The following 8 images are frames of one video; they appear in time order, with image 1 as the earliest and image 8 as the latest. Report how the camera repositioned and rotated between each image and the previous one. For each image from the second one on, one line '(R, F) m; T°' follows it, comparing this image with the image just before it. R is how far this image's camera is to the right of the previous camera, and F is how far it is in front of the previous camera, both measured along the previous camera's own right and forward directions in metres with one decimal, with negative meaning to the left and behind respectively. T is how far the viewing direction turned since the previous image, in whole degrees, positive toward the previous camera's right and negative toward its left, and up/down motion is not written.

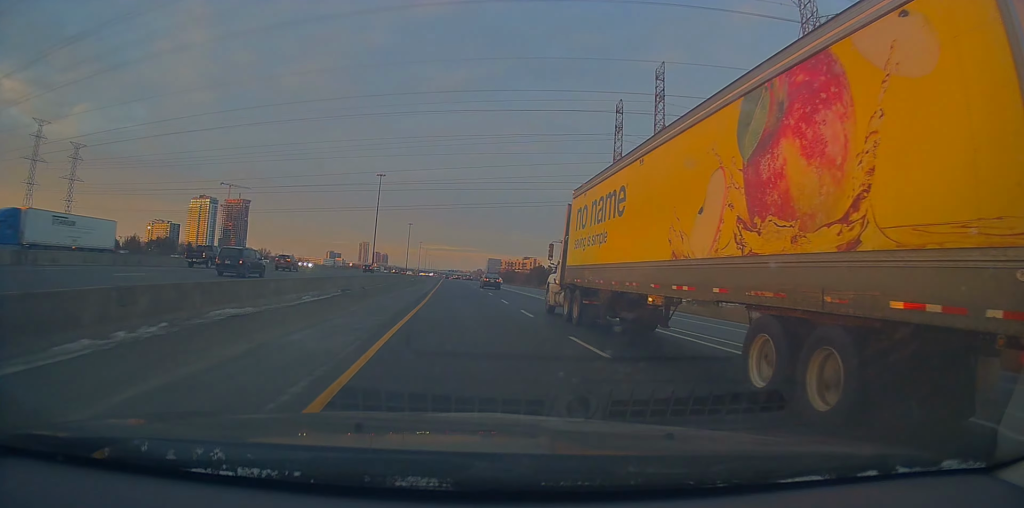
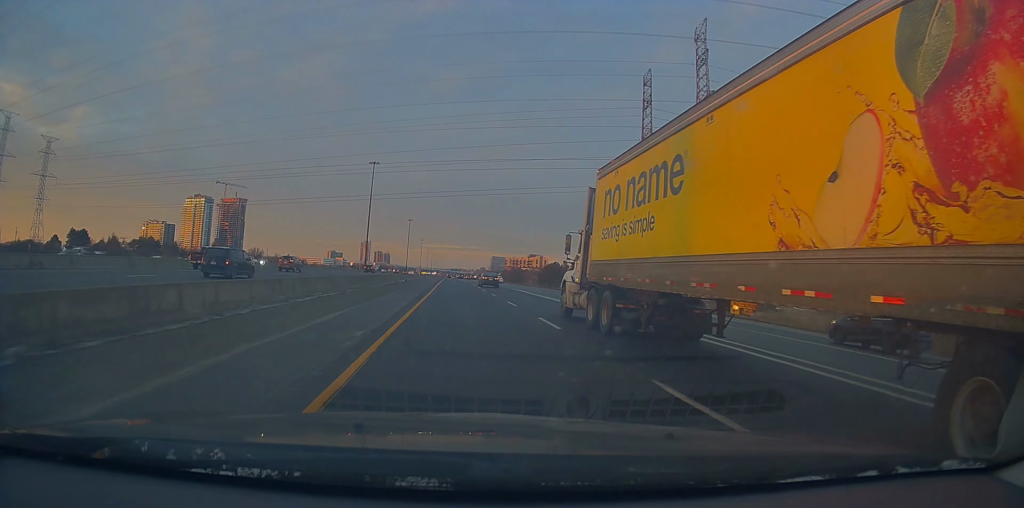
(0.0, +23.1) m; -1°
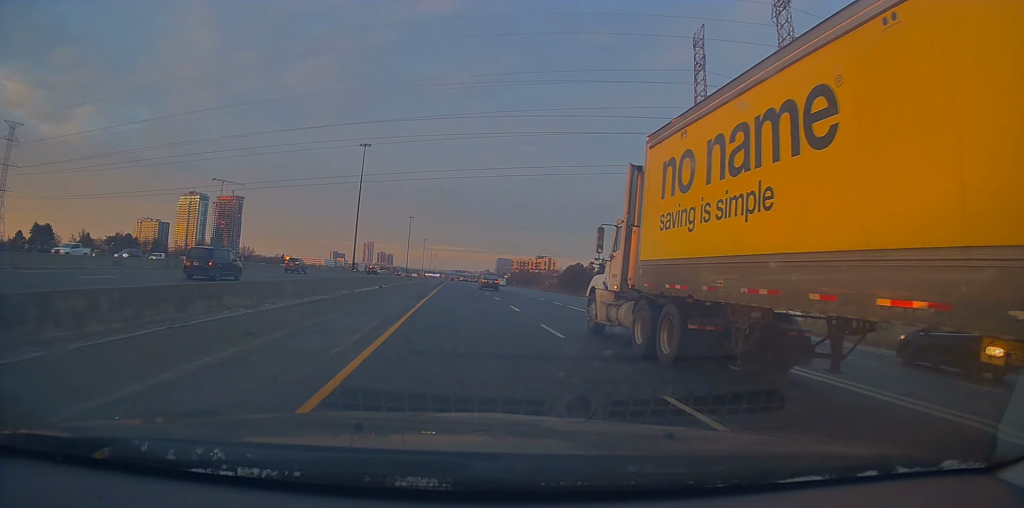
(-0.3, +28.6) m; 0°
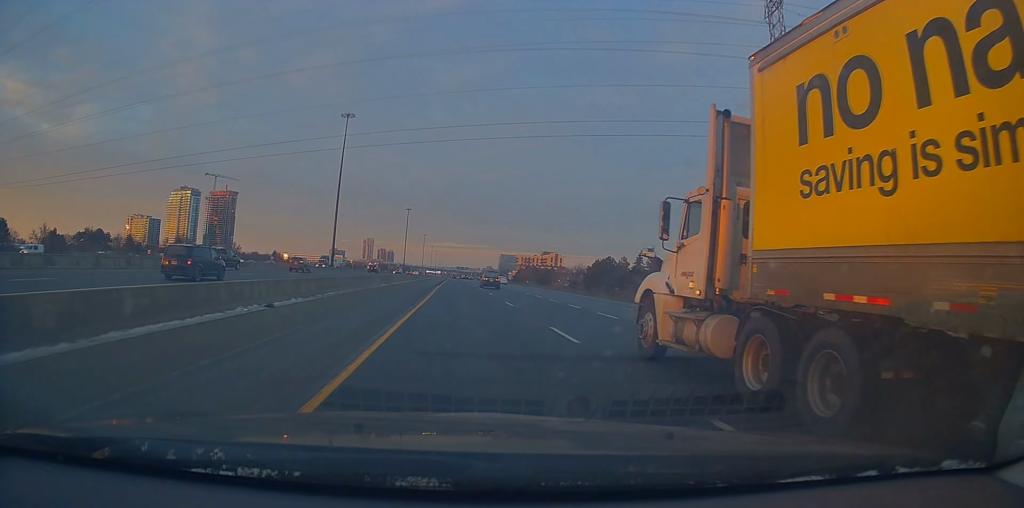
(+0.1, +28.8) m; 0°
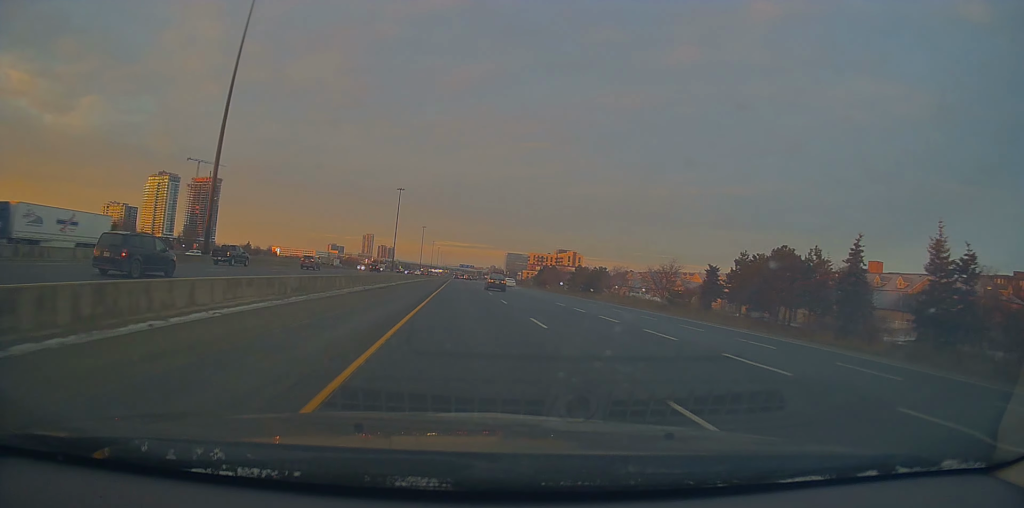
(+0.2, +67.8) m; +1°
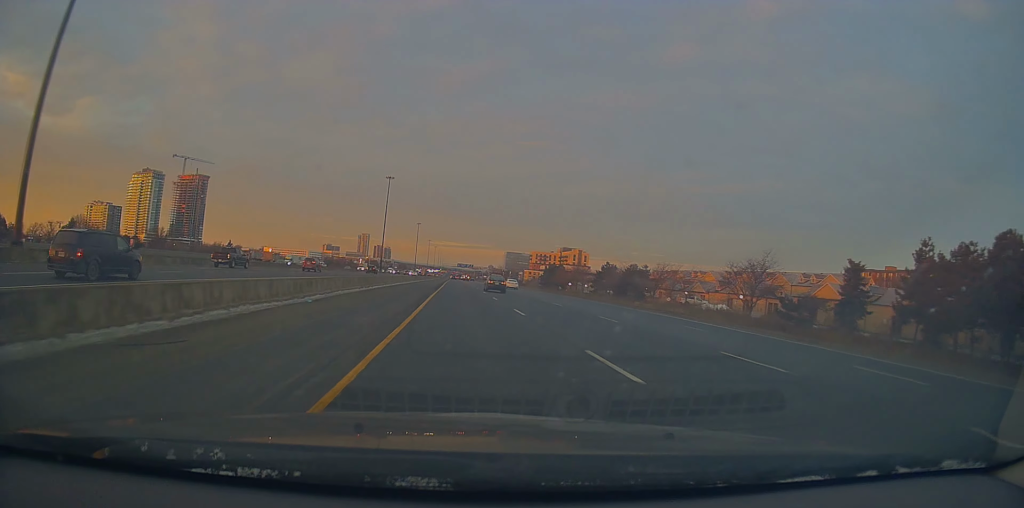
(+0.1, +30.5) m; 0°
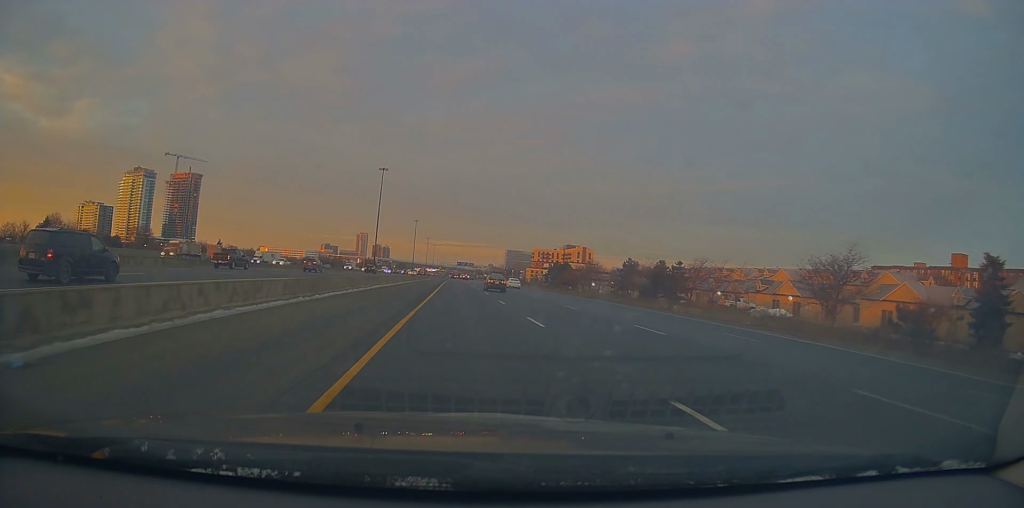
(0.0, +16.4) m; 0°
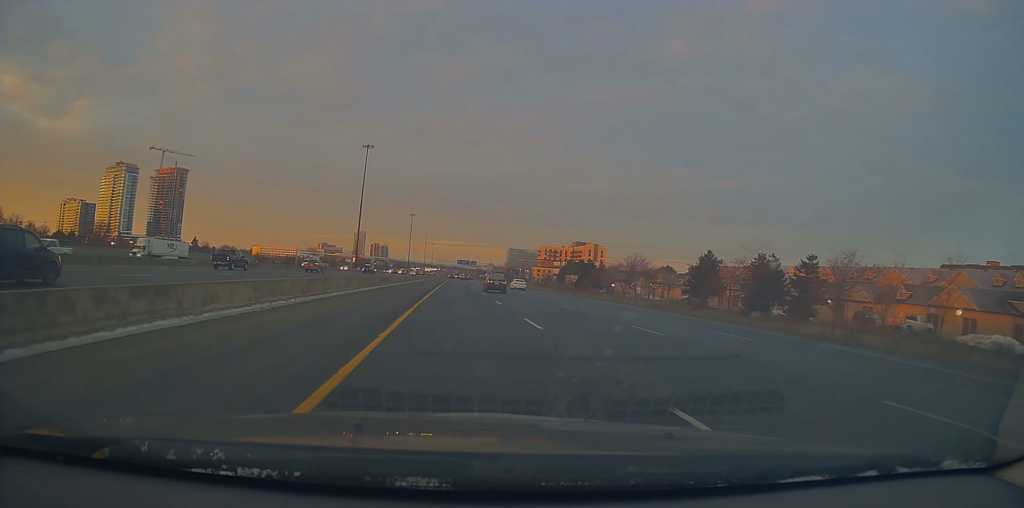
(-0.3, +35.6) m; -1°
